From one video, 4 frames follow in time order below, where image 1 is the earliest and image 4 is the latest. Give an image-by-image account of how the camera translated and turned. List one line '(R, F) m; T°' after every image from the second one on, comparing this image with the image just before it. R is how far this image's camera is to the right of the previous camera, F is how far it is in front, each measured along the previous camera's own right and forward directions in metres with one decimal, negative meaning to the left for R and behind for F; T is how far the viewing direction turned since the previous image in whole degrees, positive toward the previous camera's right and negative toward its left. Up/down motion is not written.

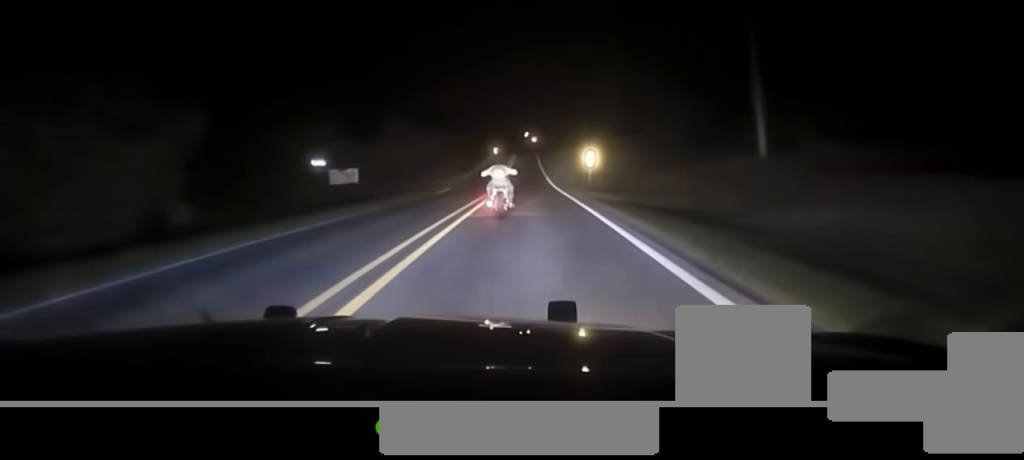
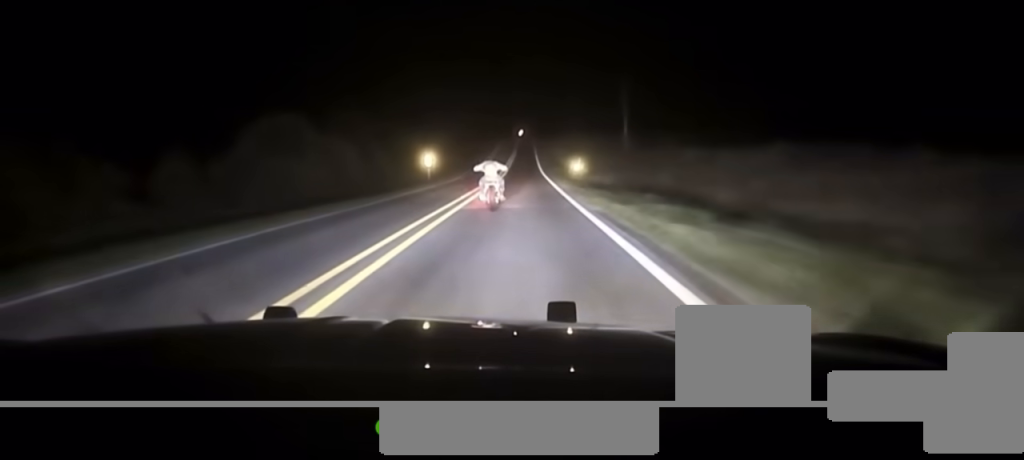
(+0.2, +169.3) m; +1°
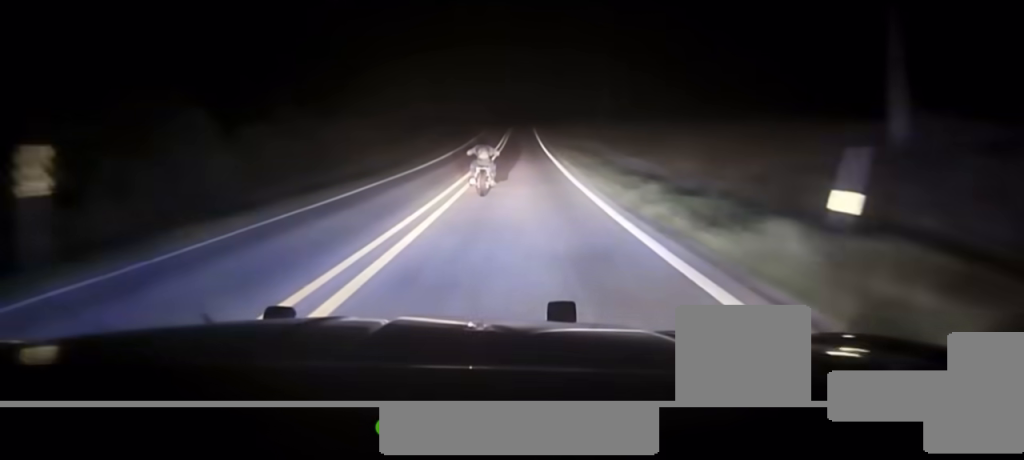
(+0.1, +70.4) m; 0°
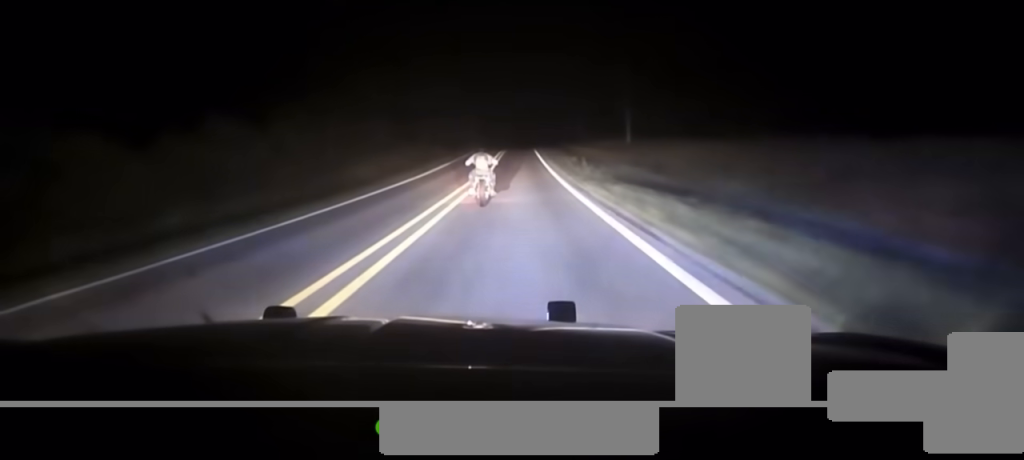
(0.0, +30.6) m; 0°
